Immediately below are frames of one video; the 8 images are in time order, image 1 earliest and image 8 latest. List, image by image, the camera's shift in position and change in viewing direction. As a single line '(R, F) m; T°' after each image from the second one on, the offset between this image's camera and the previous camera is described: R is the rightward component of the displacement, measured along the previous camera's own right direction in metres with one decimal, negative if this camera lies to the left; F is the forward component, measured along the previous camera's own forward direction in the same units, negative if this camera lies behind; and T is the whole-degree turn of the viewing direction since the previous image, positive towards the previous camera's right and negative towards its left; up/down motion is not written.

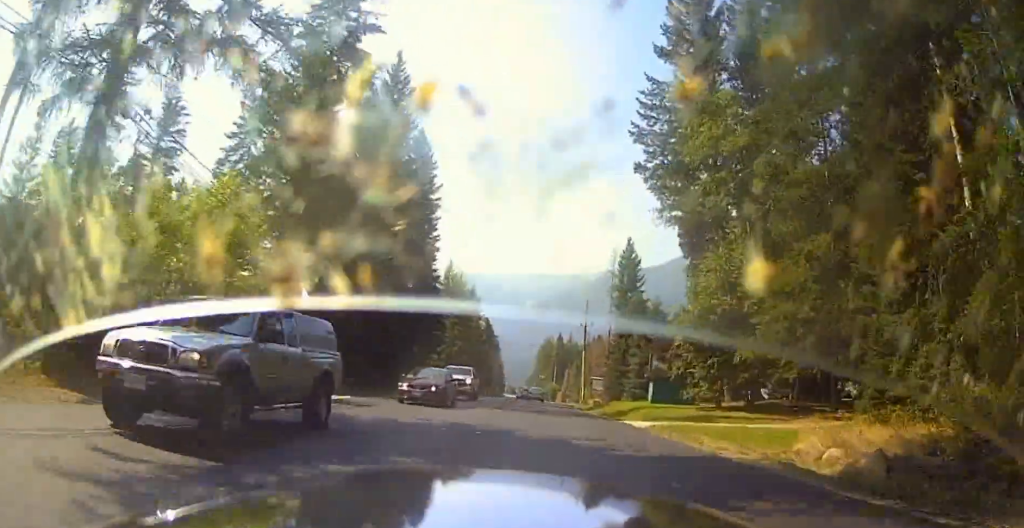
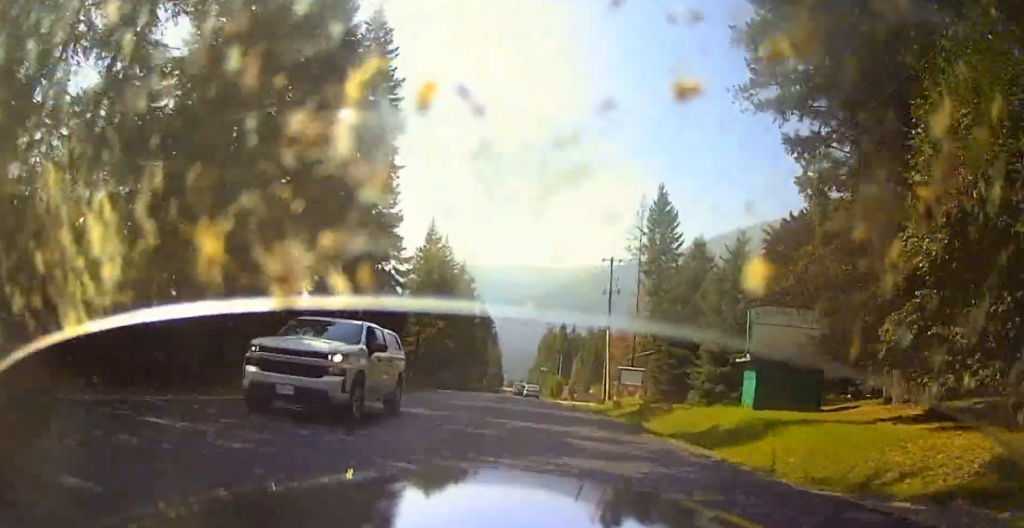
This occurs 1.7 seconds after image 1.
(+0.5, +24.9) m; +1°
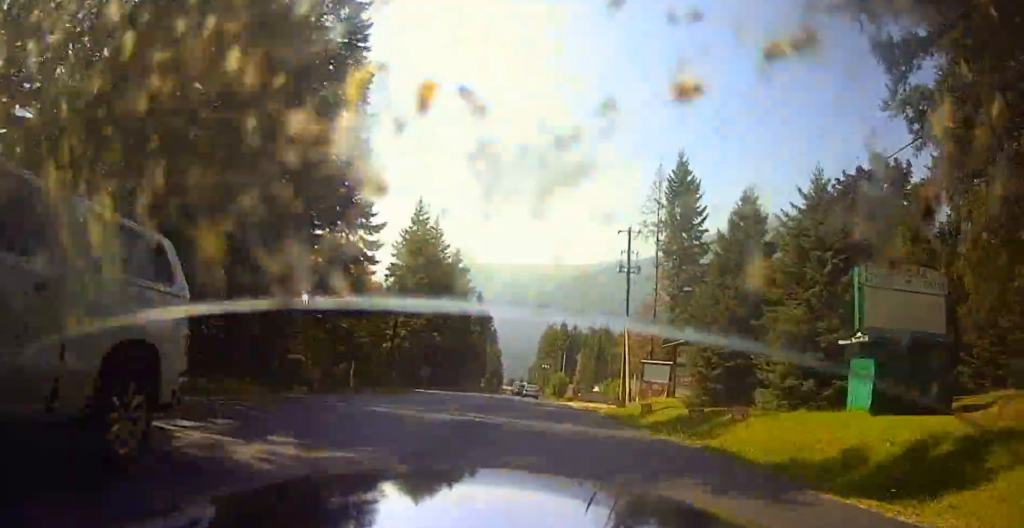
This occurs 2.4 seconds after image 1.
(-0.1, +11.3) m; 0°
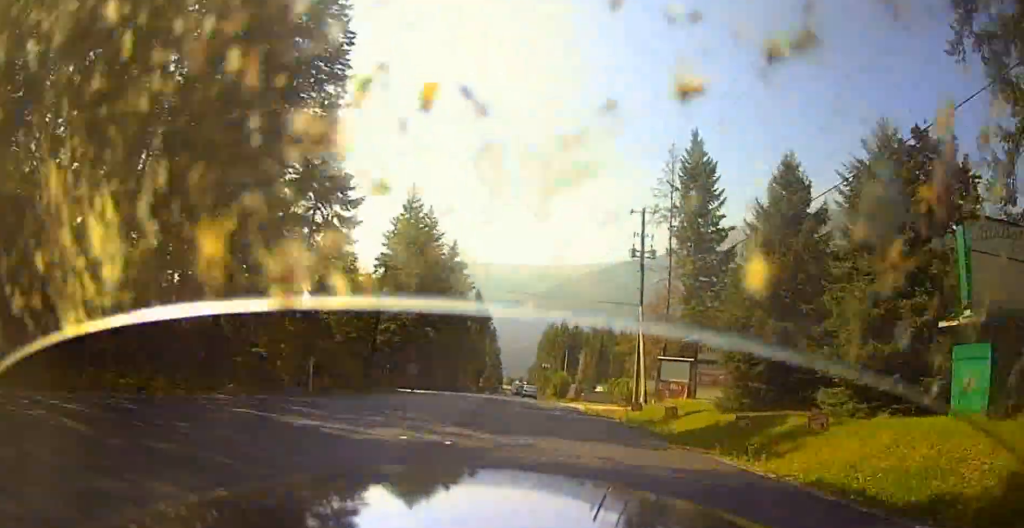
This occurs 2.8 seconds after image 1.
(0.0, +6.2) m; 0°
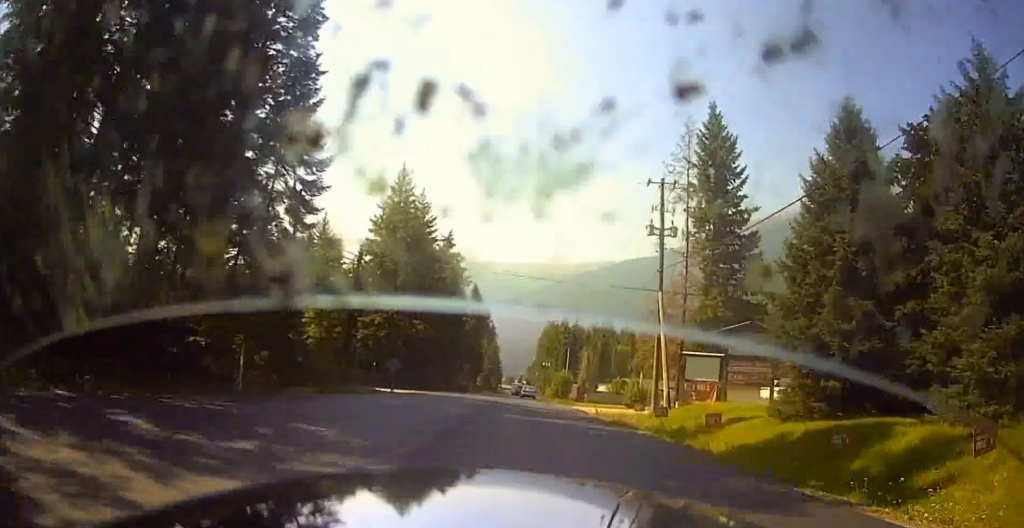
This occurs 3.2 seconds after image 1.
(0.0, +6.8) m; 0°
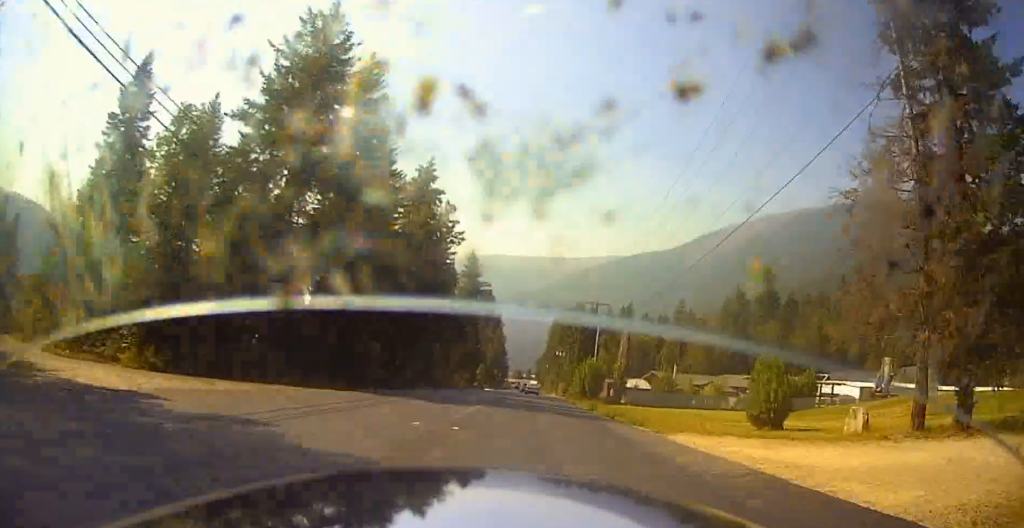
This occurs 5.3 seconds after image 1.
(-0.6, +36.7) m; -2°
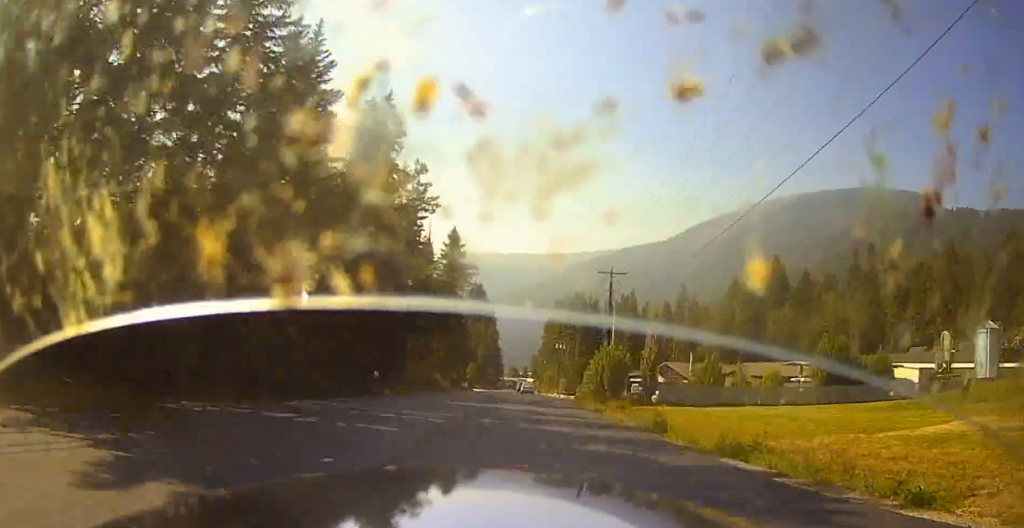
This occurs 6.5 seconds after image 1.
(-0.2, +21.0) m; -2°
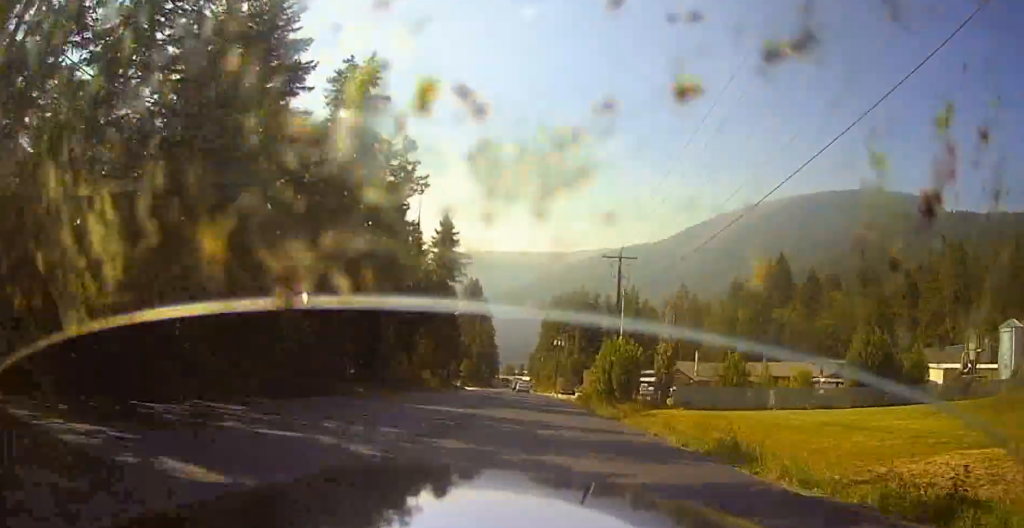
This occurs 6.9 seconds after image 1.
(-0.1, +7.5) m; -1°
